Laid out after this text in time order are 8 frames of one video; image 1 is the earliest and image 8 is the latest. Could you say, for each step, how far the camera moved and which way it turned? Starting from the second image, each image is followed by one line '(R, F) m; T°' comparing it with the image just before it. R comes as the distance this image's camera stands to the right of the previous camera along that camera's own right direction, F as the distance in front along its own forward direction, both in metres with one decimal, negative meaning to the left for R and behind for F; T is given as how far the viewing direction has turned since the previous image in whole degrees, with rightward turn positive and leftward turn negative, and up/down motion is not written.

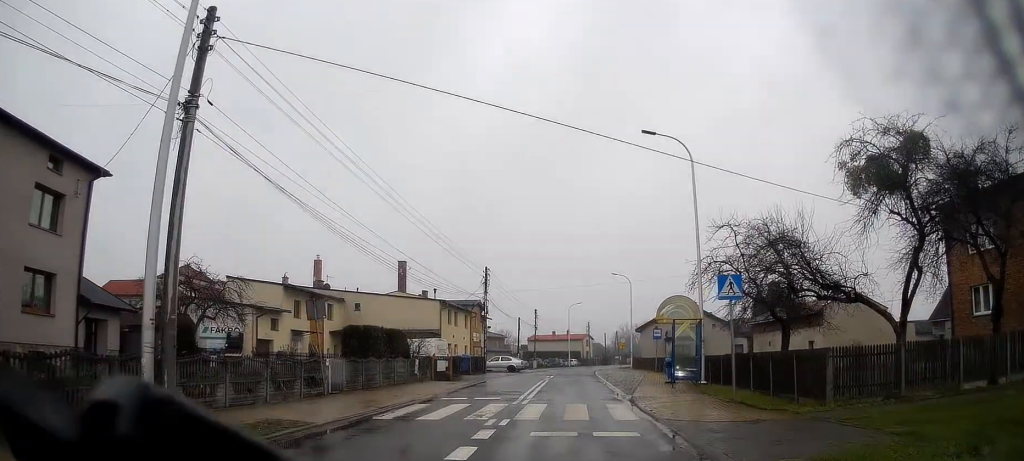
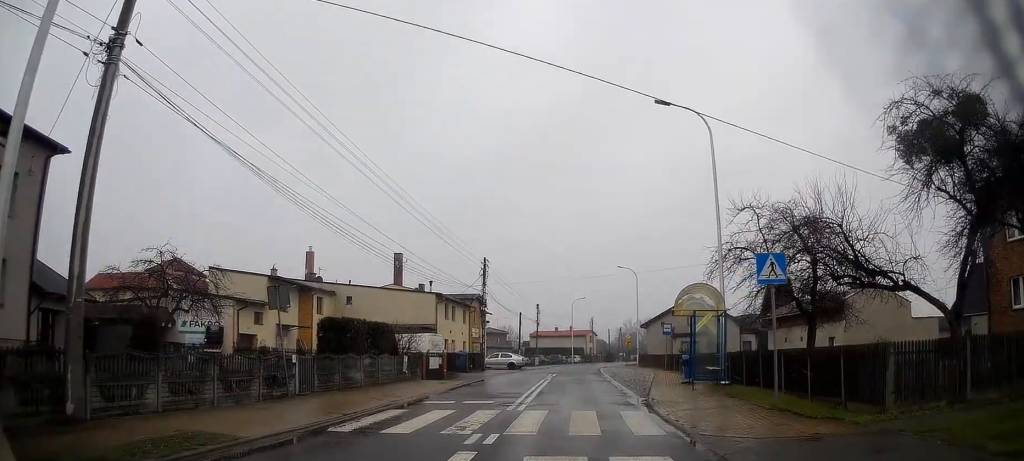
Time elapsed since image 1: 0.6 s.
(0.0, +2.3) m; 0°
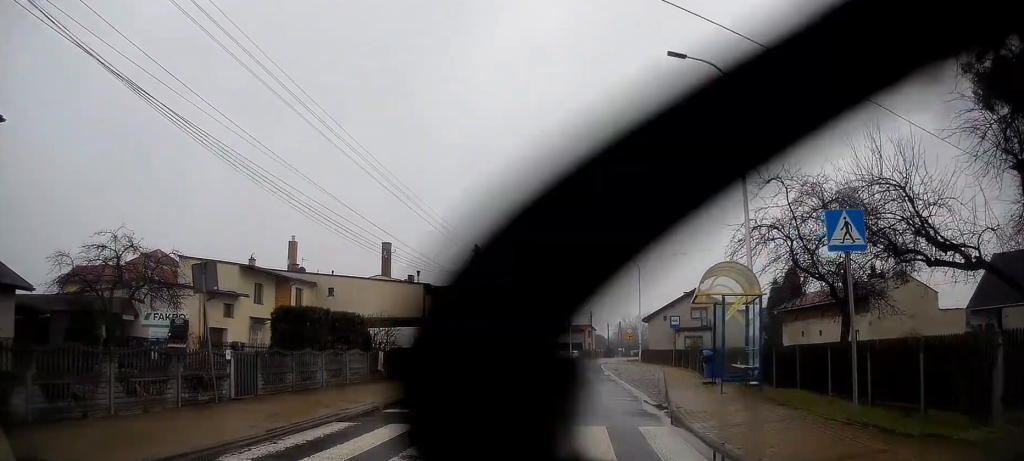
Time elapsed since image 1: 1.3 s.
(-0.1, +3.2) m; 0°
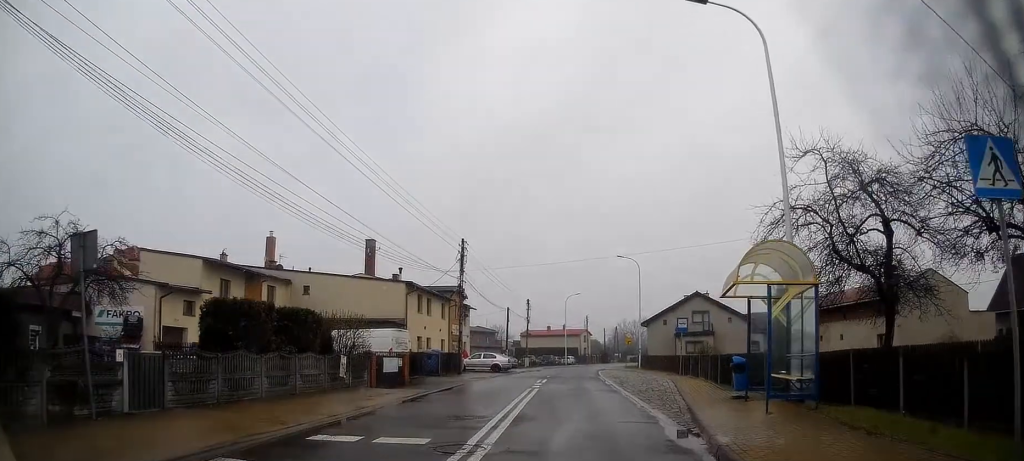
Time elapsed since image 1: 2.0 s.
(0.0, +3.7) m; 0°
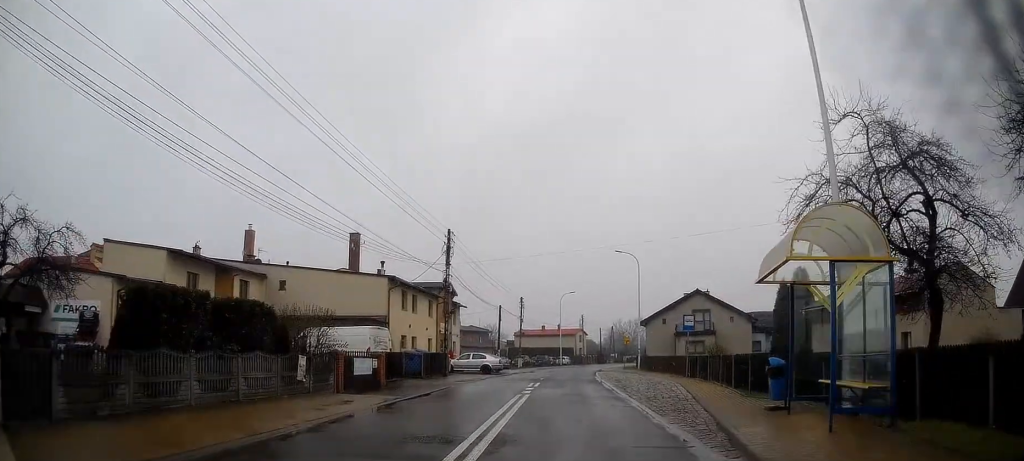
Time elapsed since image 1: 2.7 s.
(0.0, +3.1) m; +1°
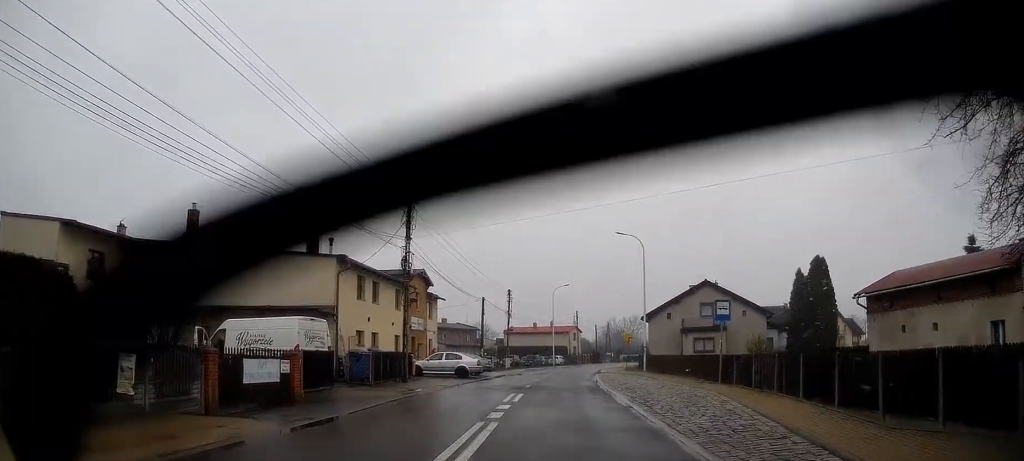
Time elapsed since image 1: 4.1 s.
(+0.2, +7.7) m; +2°
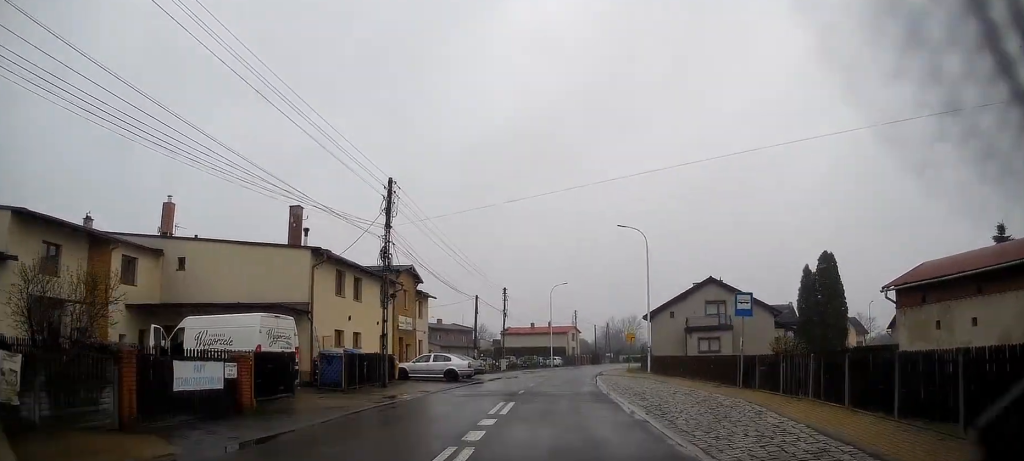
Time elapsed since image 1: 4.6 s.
(0.0, +2.7) m; 0°
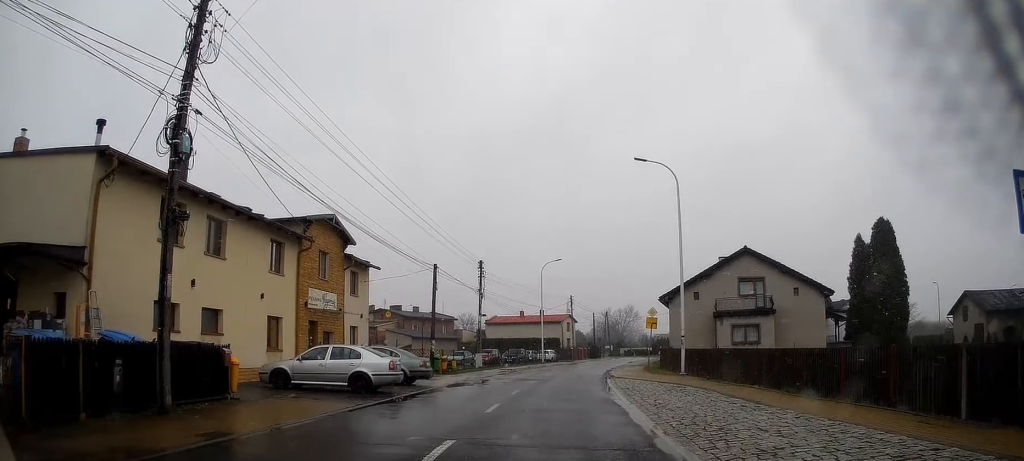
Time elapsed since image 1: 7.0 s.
(-0.1, +12.9) m; 0°
